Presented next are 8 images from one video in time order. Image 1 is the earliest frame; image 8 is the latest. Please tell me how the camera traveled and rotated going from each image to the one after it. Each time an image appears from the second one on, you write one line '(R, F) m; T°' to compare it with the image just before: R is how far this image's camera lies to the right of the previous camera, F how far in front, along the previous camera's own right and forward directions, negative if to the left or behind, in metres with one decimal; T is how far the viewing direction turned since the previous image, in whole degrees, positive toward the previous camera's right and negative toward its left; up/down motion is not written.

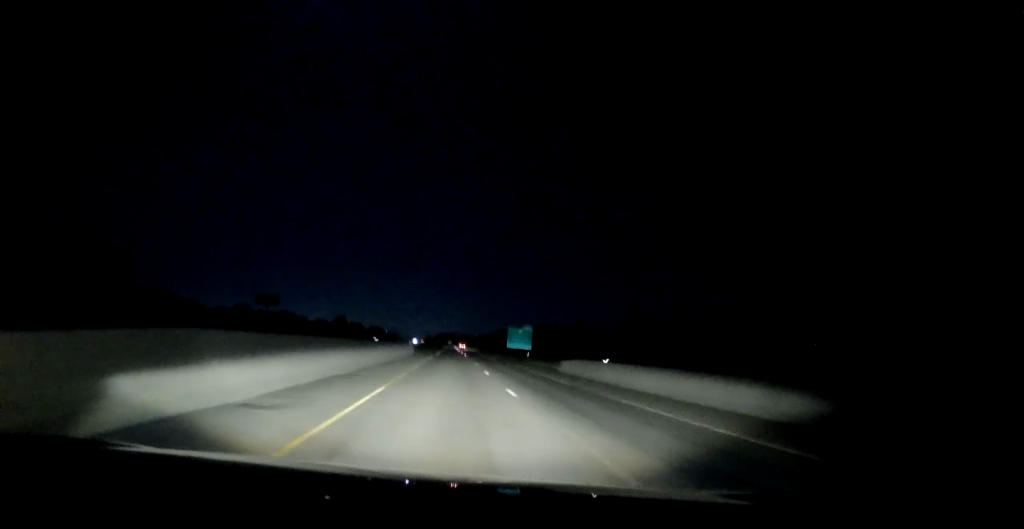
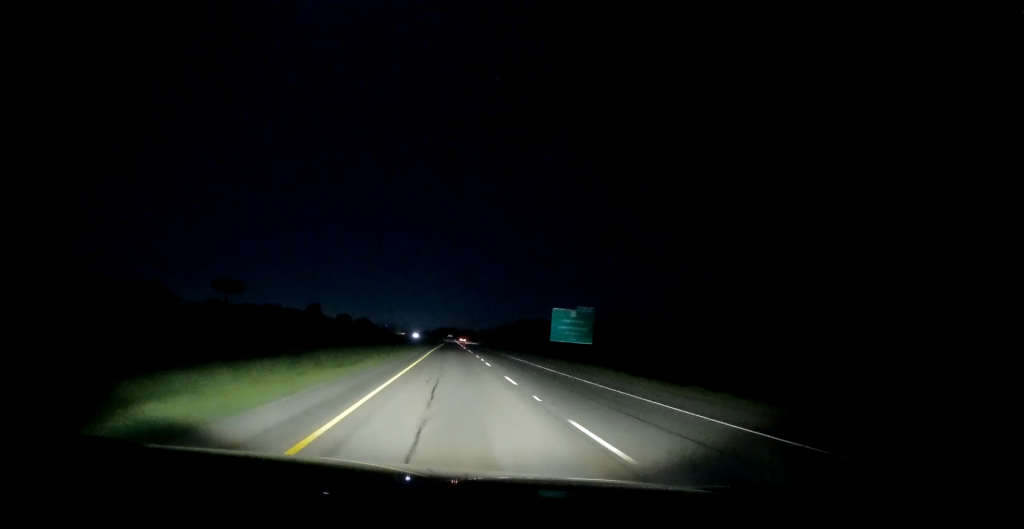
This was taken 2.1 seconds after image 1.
(-0.1, +67.6) m; 0°
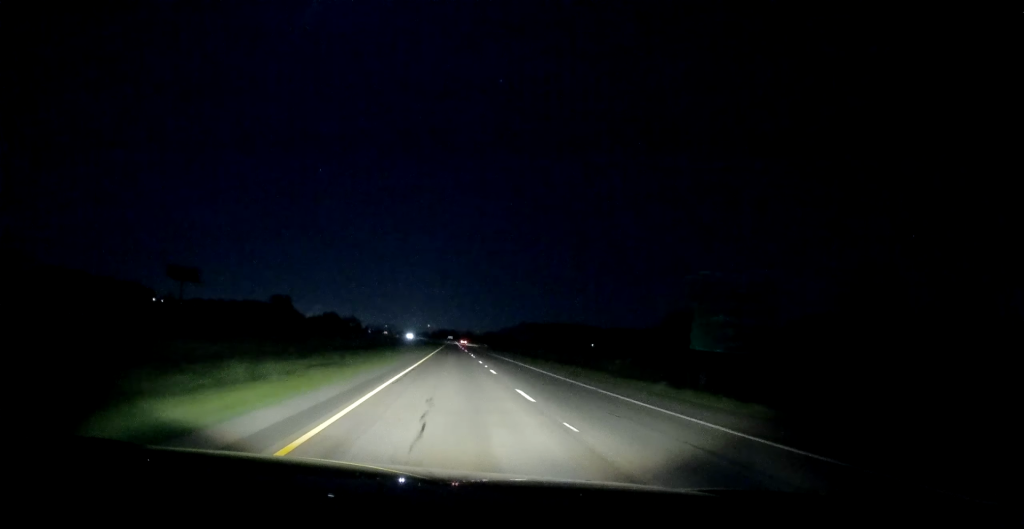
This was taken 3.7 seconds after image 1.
(-0.3, +52.9) m; 0°
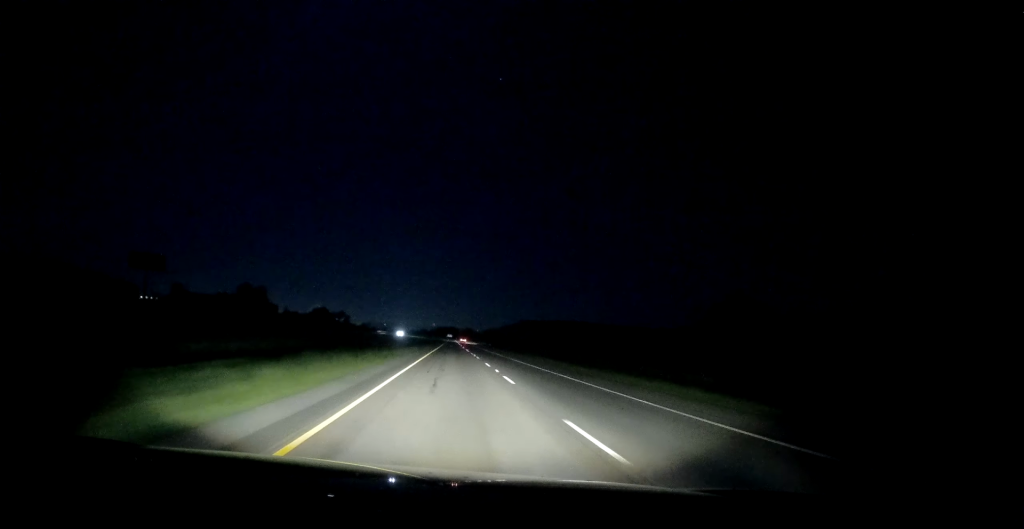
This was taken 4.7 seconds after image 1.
(+0.4, +31.6) m; 0°
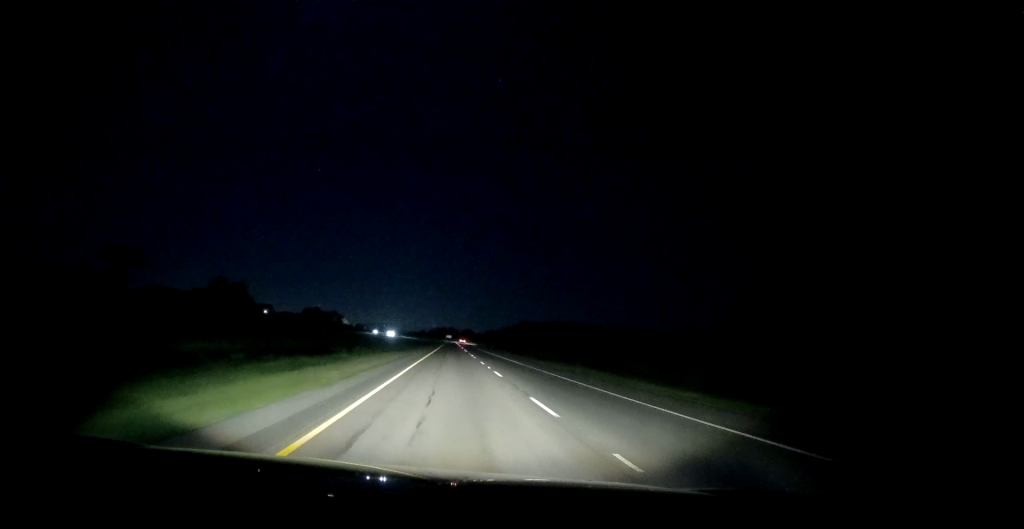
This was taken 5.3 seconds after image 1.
(-0.4, +19.7) m; 0°
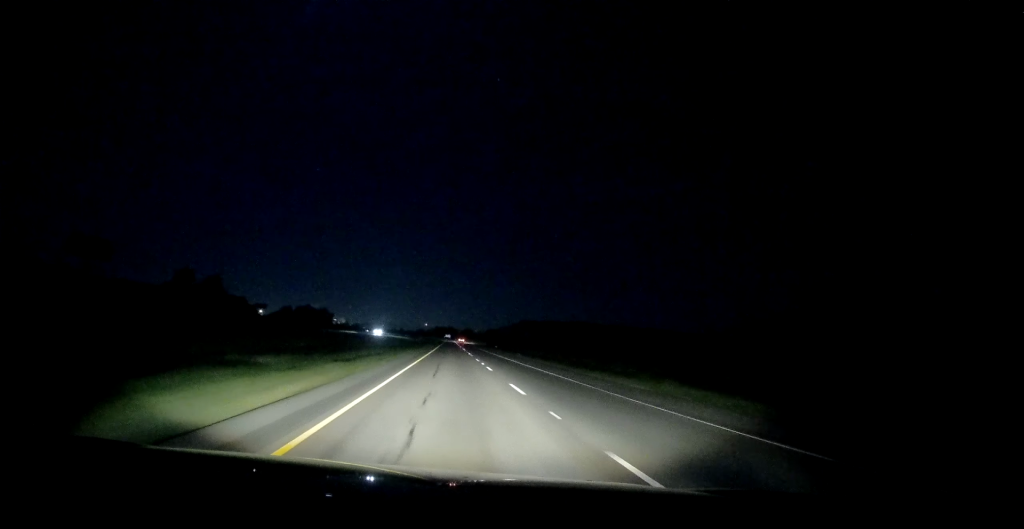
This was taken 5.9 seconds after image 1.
(+0.1, +19.7) m; 0°
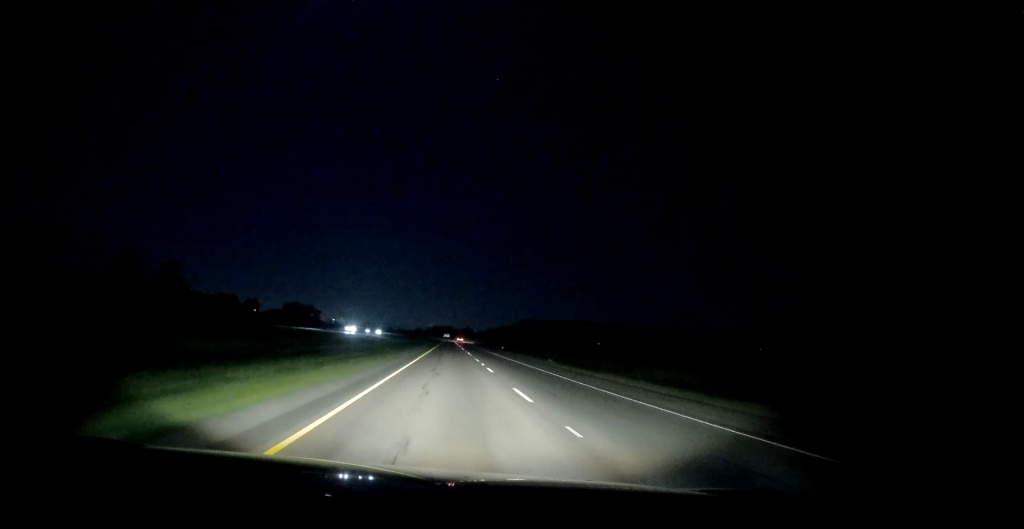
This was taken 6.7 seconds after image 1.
(+0.3, +26.4) m; 0°
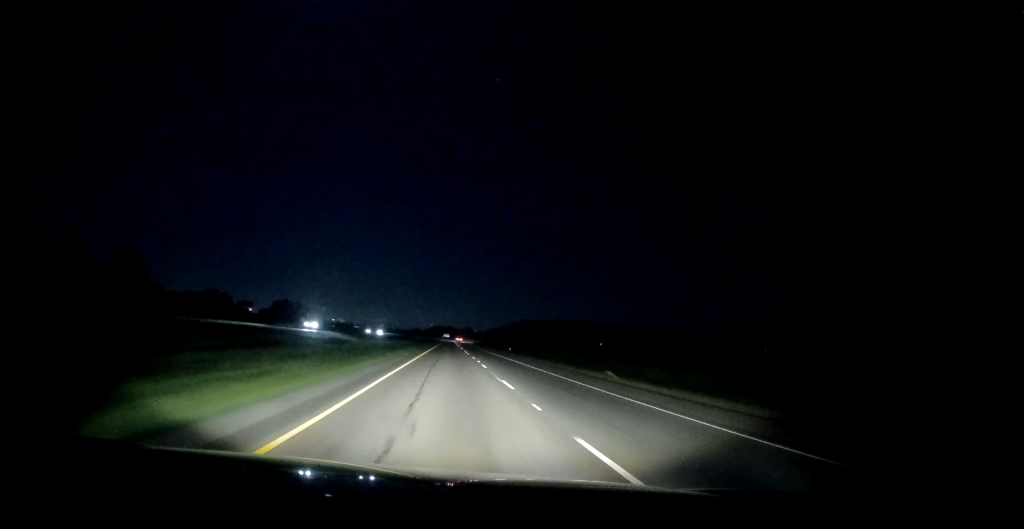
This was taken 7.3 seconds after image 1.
(-0.1, +20.9) m; -1°
